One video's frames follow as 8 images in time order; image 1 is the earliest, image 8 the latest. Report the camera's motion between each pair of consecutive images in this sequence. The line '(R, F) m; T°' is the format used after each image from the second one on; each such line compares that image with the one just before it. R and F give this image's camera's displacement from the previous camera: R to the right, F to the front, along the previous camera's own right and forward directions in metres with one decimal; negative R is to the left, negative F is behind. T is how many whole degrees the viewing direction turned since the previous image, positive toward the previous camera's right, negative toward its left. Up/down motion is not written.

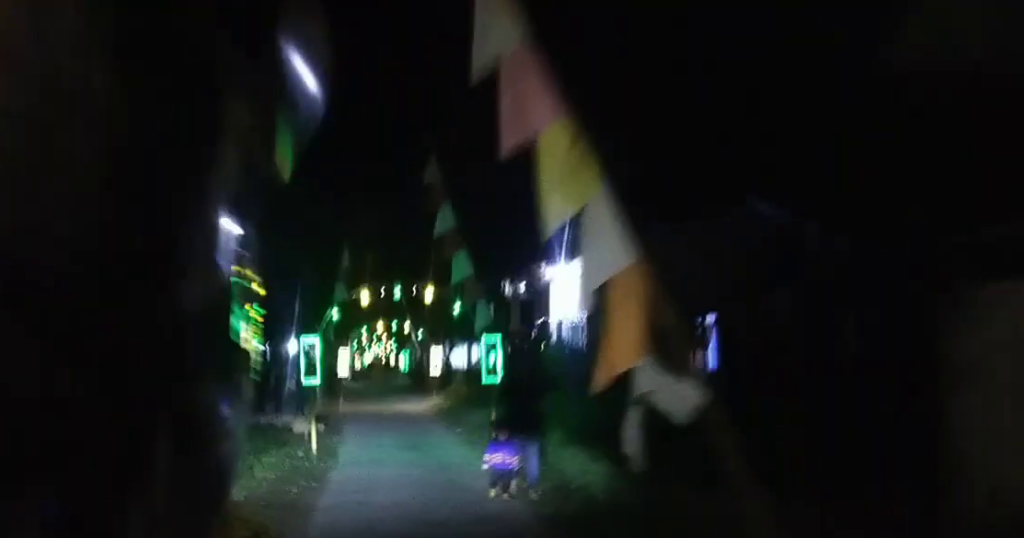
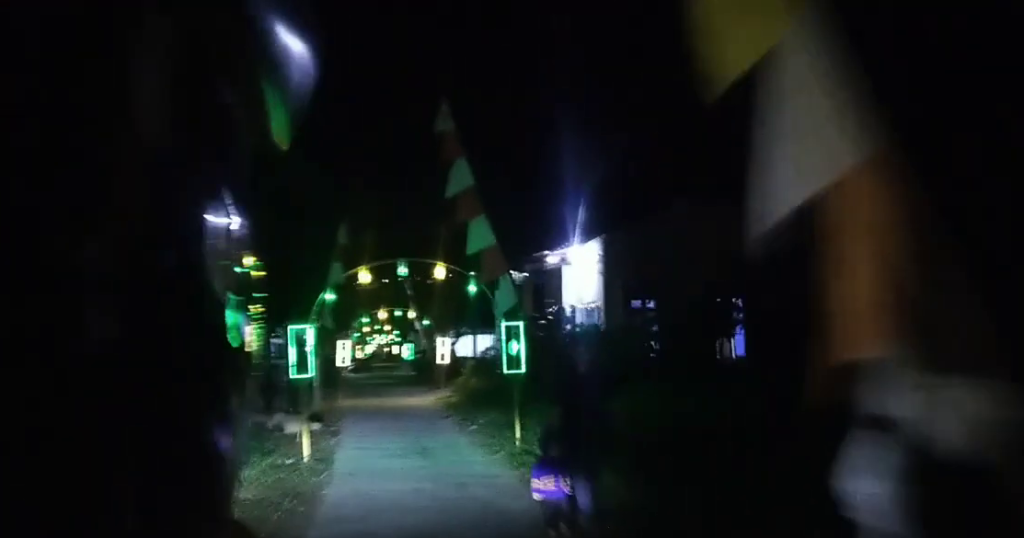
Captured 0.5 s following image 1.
(0.0, +2.0) m; 0°
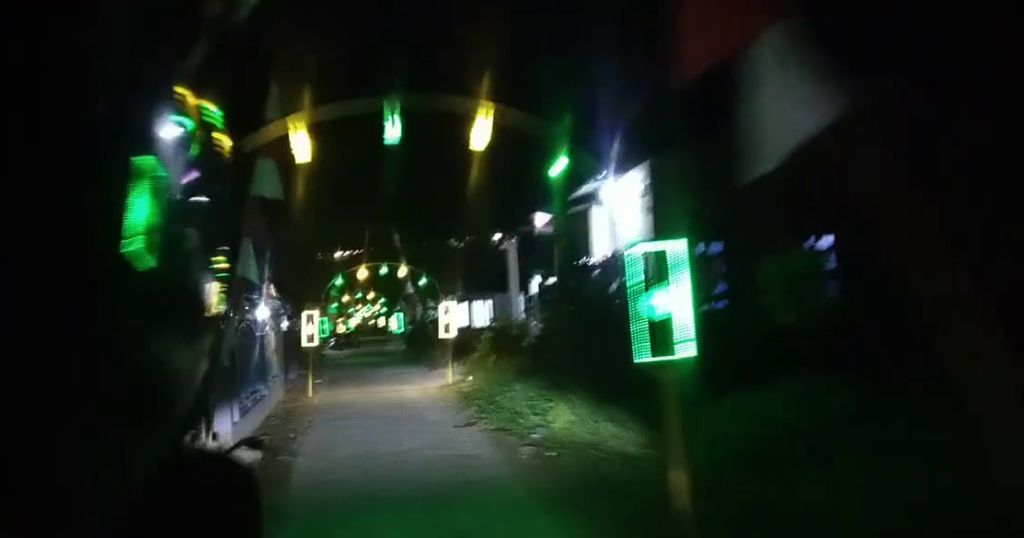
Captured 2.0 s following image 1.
(+0.1, +6.5) m; +1°
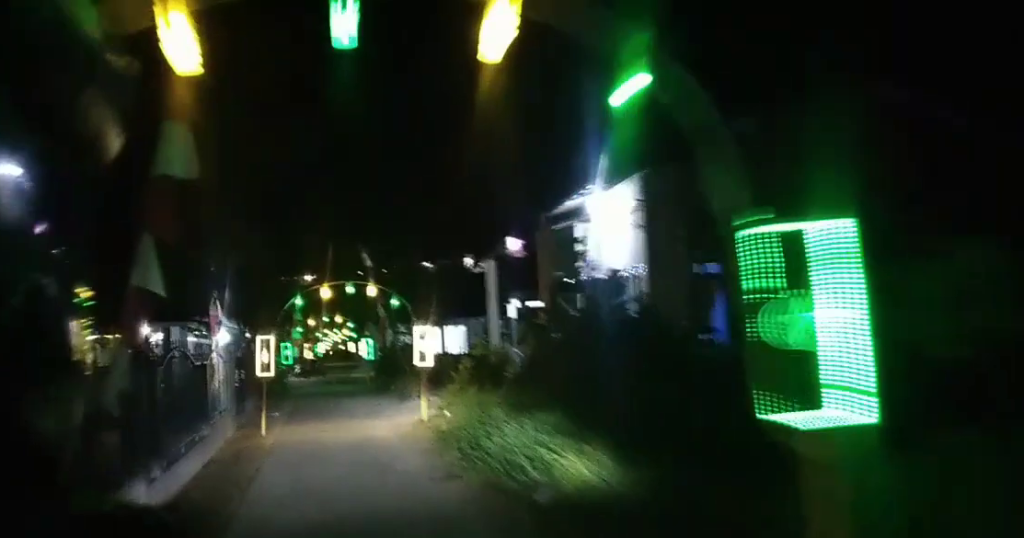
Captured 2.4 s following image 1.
(0.0, +2.1) m; 0°
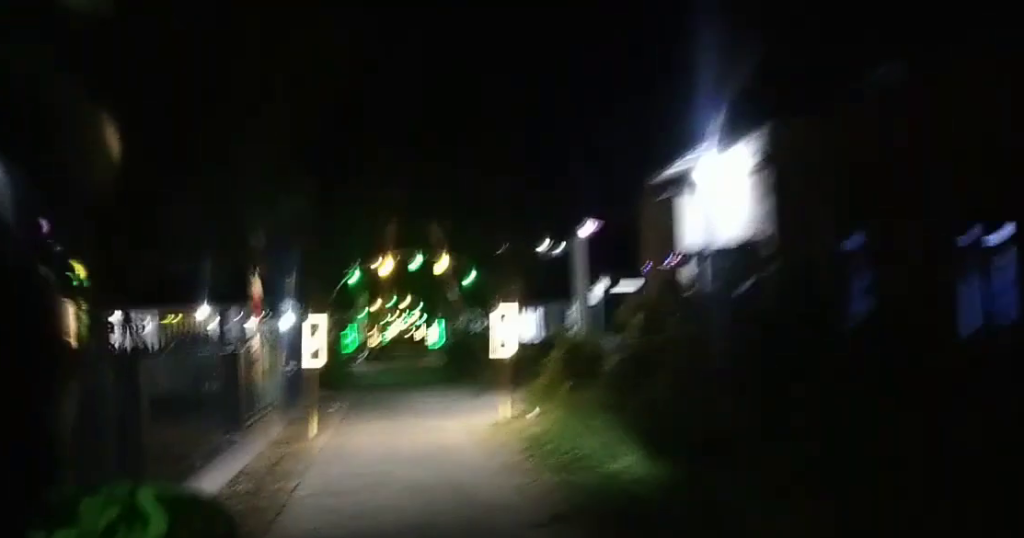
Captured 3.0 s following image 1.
(0.0, +2.7) m; 0°
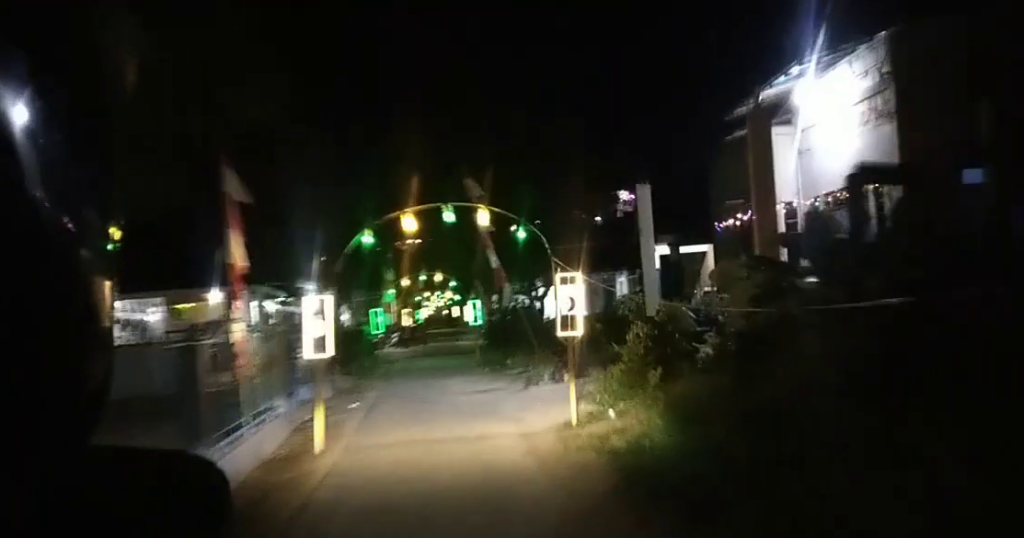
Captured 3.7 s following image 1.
(0.0, +3.3) m; -2°
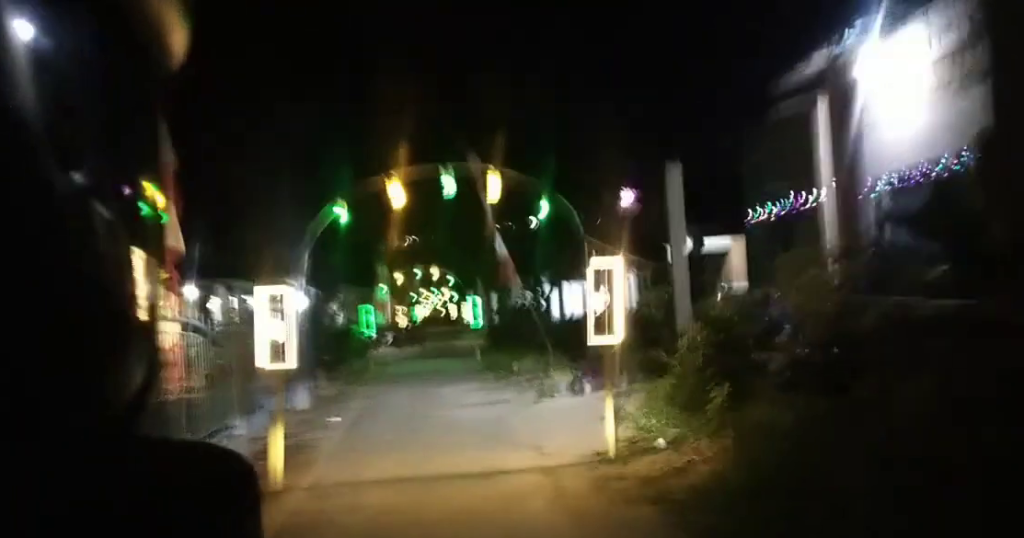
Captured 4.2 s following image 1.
(+0.1, +2.2) m; -1°
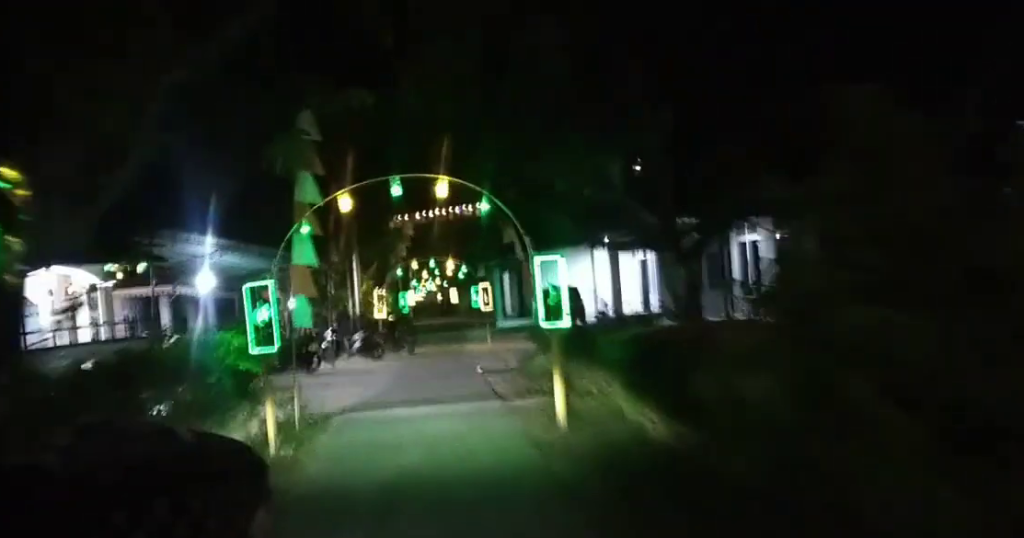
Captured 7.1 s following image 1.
(-0.9, +15.3) m; -4°
